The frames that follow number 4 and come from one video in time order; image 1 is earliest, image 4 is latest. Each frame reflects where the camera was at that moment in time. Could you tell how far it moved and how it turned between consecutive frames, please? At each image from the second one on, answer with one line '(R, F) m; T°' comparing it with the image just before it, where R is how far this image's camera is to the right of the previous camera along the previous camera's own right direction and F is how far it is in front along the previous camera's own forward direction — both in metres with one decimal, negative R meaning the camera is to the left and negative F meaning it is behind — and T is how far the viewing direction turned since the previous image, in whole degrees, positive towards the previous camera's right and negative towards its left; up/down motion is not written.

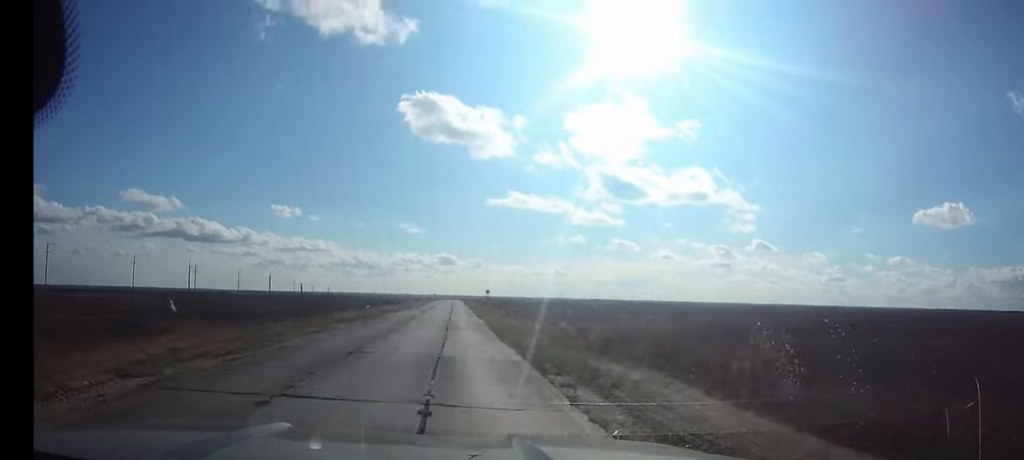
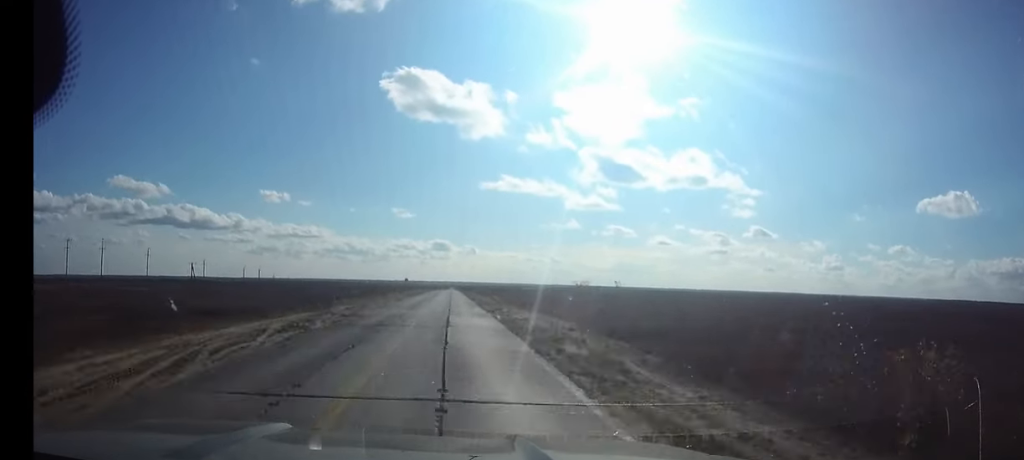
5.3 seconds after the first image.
(+0.2, +135.2) m; +1°
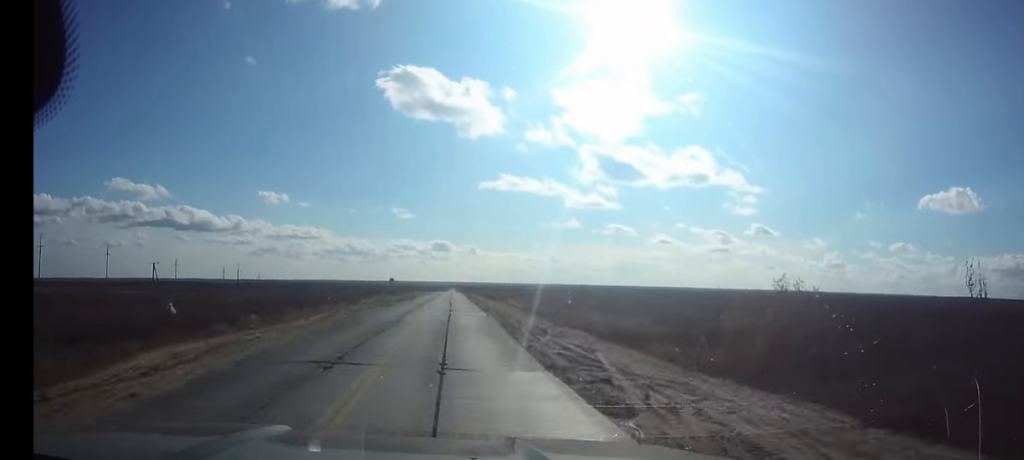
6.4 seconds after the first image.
(0.0, +26.1) m; 0°
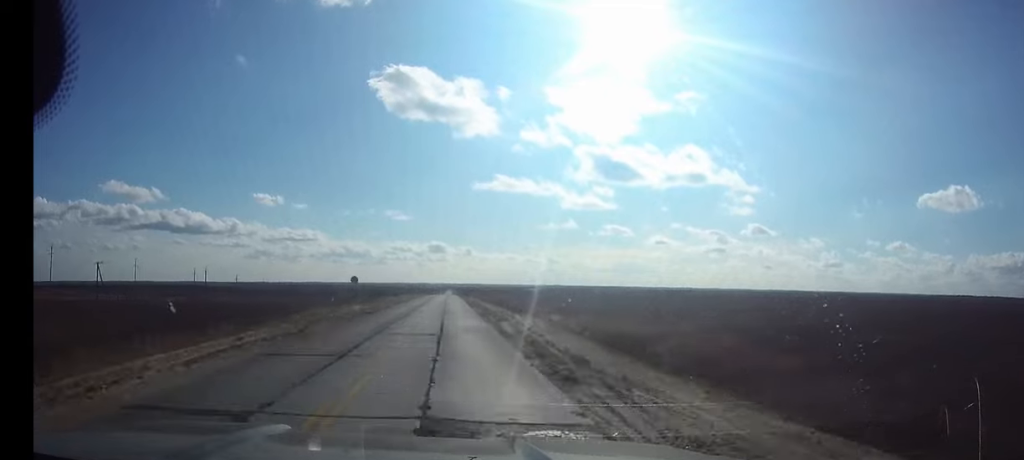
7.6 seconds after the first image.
(-0.1, +27.7) m; 0°
